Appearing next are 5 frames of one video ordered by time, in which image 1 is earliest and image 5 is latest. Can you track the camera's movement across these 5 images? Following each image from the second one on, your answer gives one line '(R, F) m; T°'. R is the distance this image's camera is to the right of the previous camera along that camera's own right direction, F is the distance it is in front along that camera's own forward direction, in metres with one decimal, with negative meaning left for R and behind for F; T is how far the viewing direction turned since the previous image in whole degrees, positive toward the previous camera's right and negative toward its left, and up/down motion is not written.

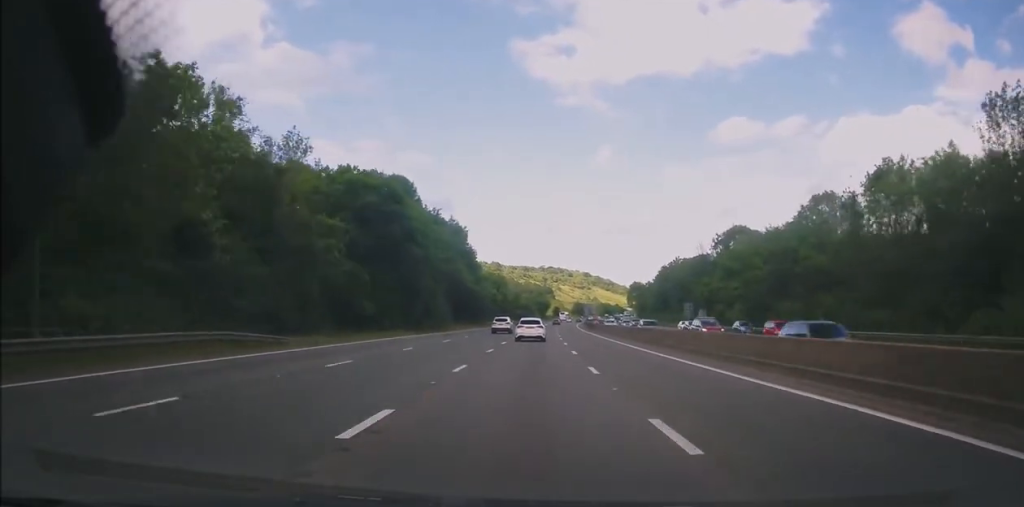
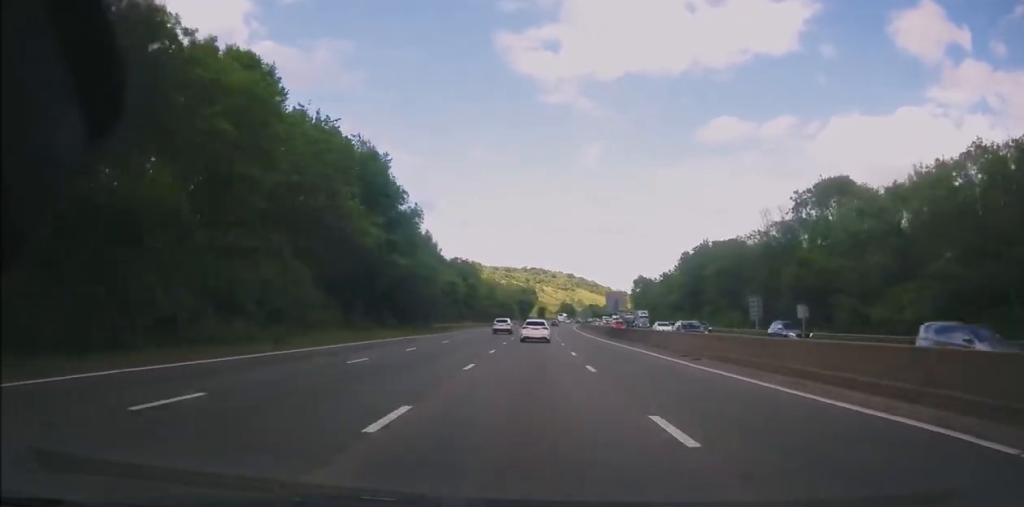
(+0.2, +43.1) m; +1°
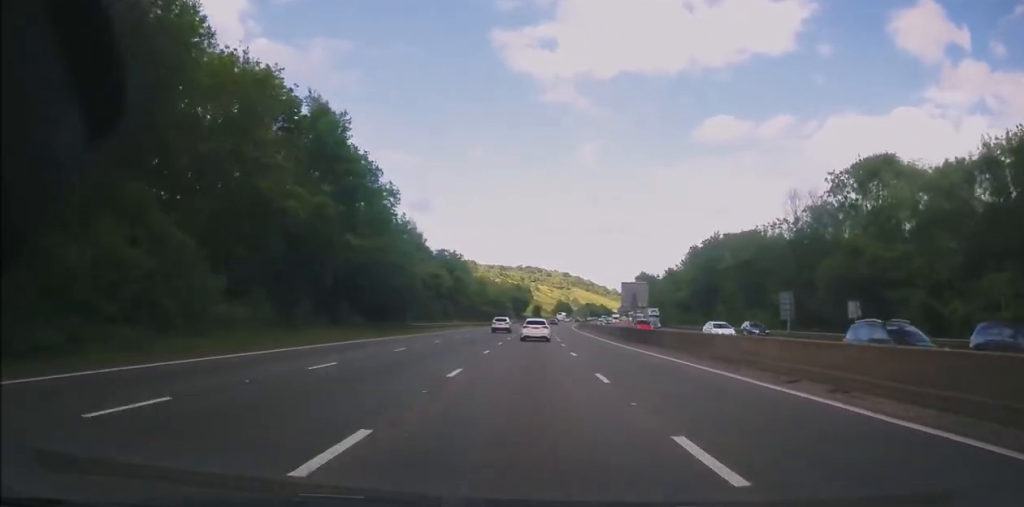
(+0.1, +11.2) m; +1°
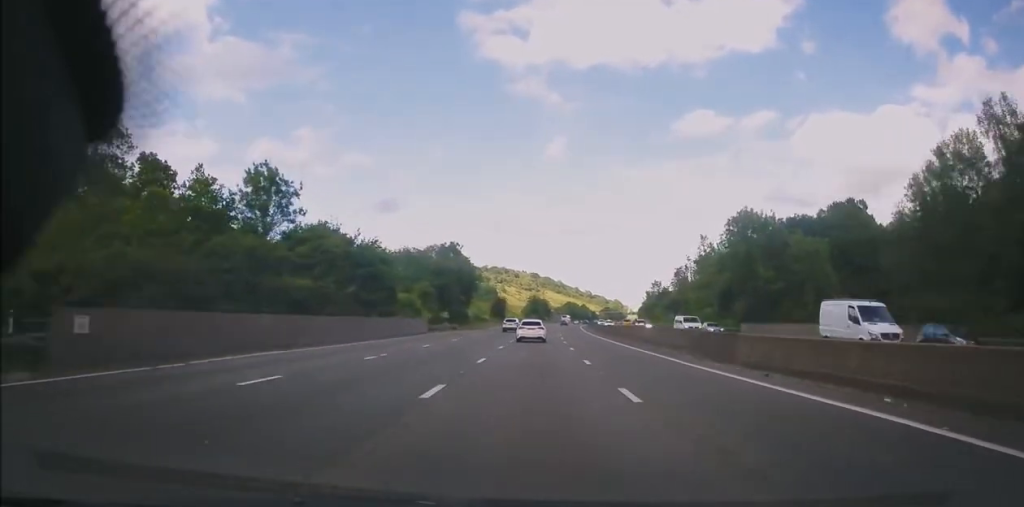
(+4.1, +103.7) m; +3°
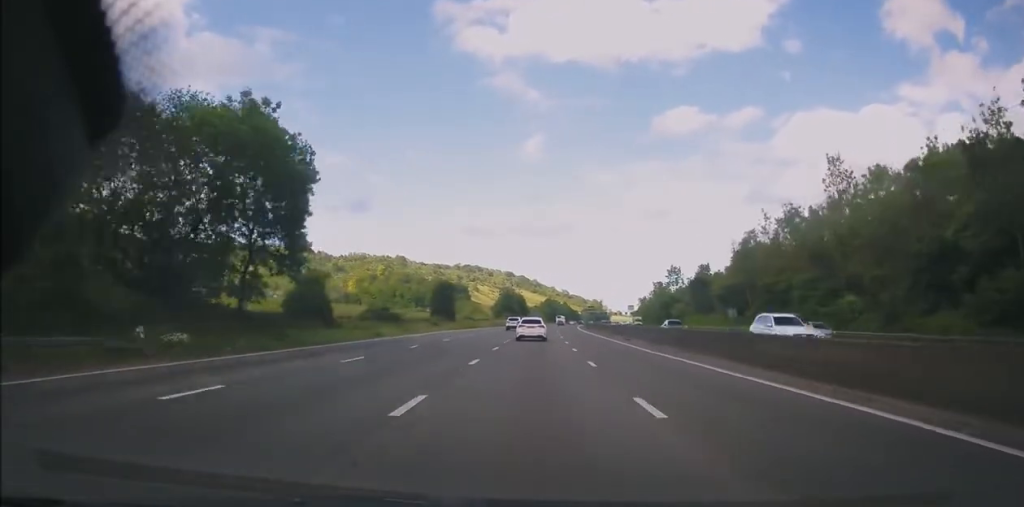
(+1.3, +57.0) m; +3°
